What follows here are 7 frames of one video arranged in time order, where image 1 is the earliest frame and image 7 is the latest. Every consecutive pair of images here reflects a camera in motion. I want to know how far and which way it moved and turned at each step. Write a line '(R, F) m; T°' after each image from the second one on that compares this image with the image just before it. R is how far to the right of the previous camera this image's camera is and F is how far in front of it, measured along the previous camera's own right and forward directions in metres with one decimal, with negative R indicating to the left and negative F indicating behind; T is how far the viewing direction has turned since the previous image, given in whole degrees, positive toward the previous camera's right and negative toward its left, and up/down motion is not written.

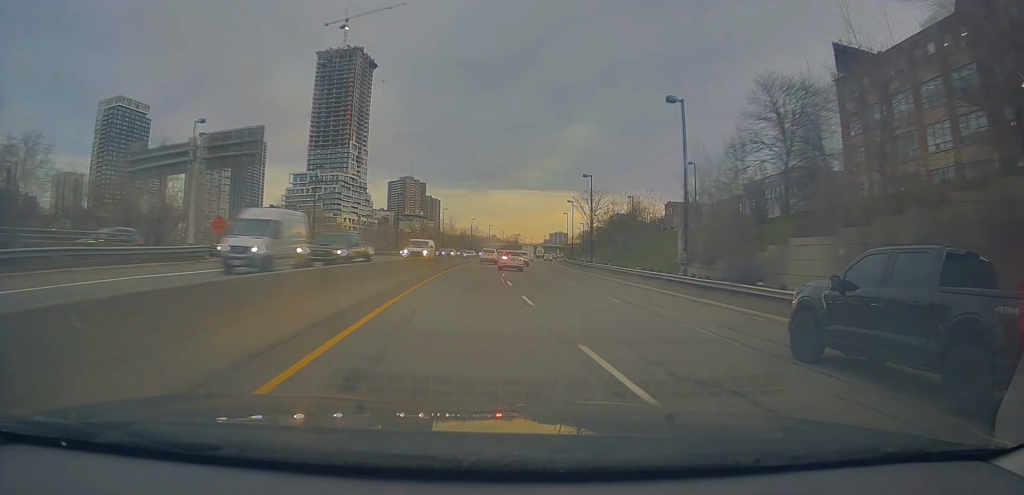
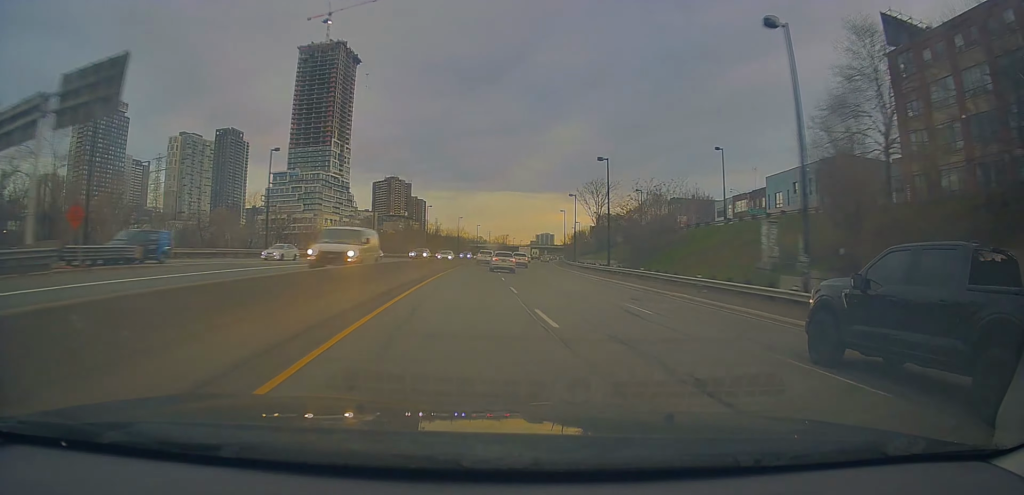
(+0.4, +12.9) m; +1°
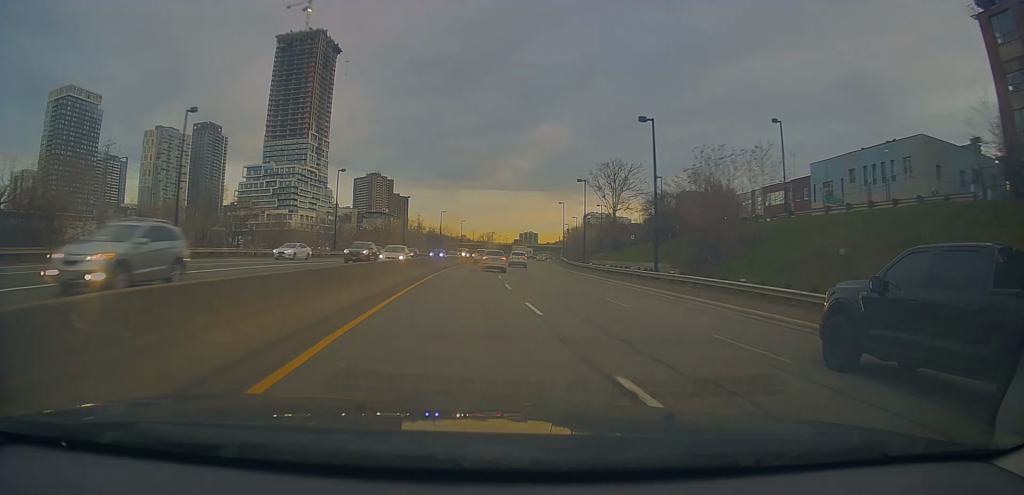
(+0.2, +16.9) m; +1°
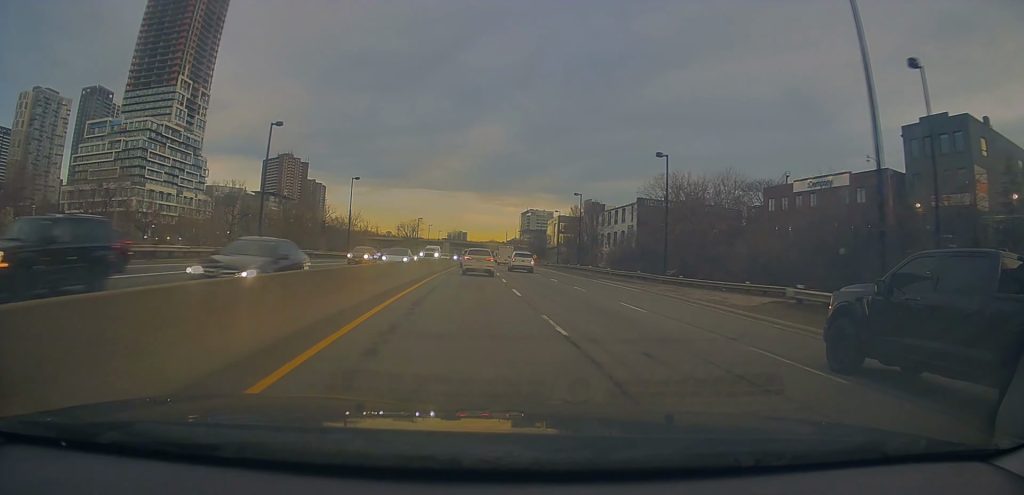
(+7.5, +92.6) m; +9°
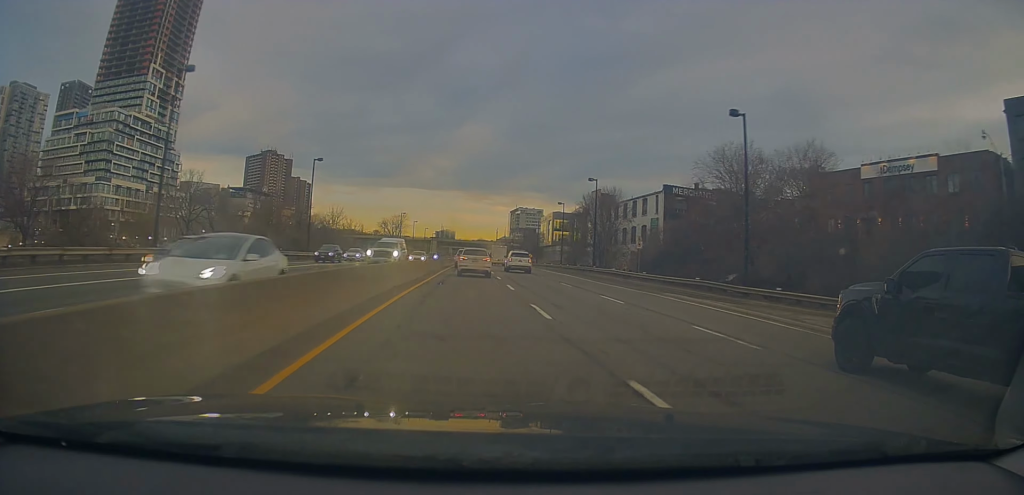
(+0.1, +15.3) m; +1°
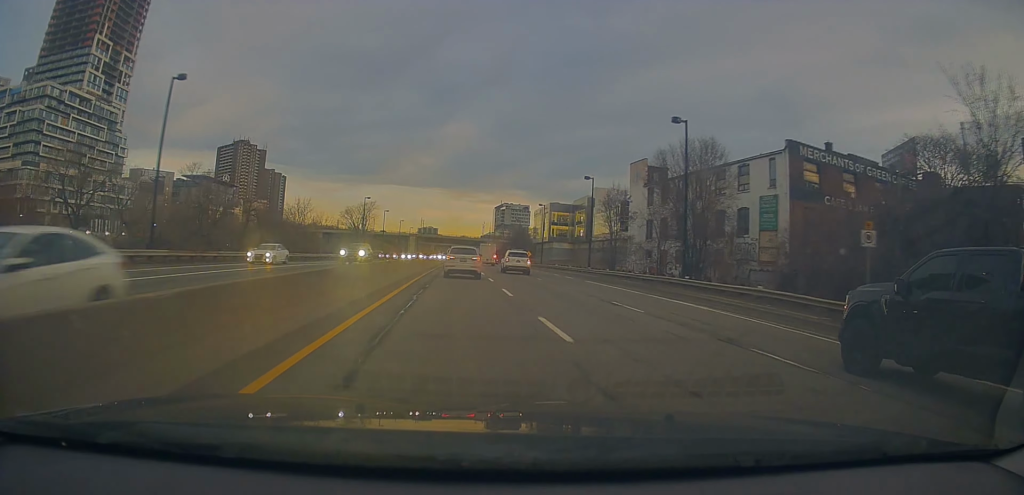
(+0.4, +30.7) m; +1°
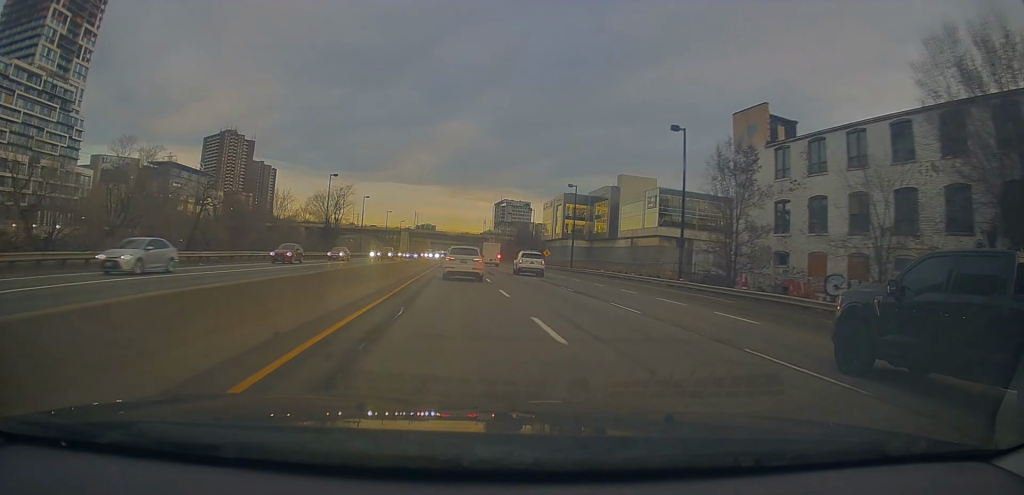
(+0.1, +27.4) m; +1°
